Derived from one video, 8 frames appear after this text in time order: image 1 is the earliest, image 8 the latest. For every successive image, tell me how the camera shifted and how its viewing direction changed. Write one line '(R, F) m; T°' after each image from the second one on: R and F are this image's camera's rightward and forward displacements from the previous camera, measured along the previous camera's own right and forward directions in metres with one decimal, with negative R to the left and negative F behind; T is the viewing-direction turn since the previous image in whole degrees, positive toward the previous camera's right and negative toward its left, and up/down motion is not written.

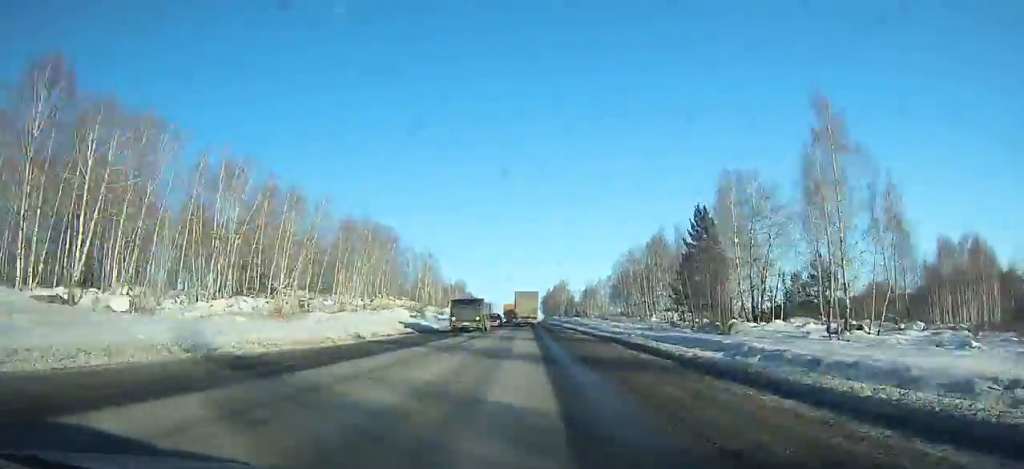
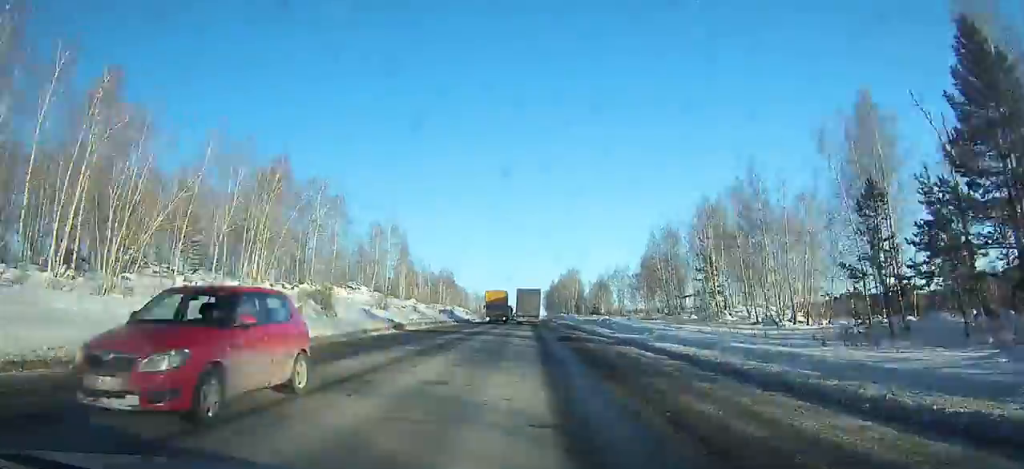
(-0.1, +32.4) m; 0°
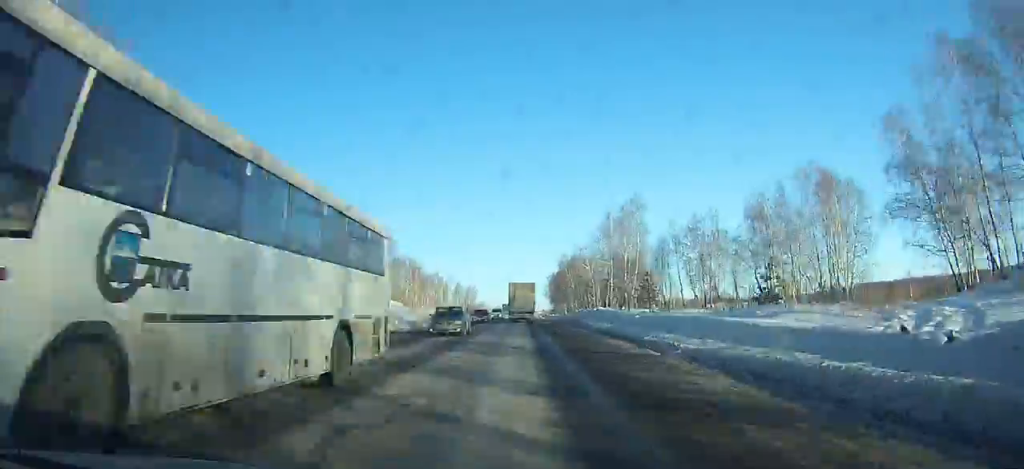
(+0.1, +64.4) m; 0°
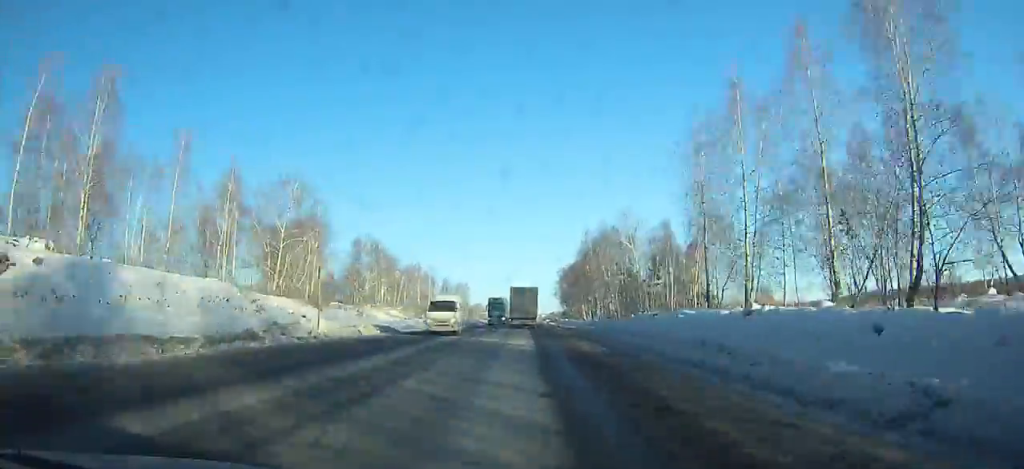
(0.0, +36.2) m; 0°
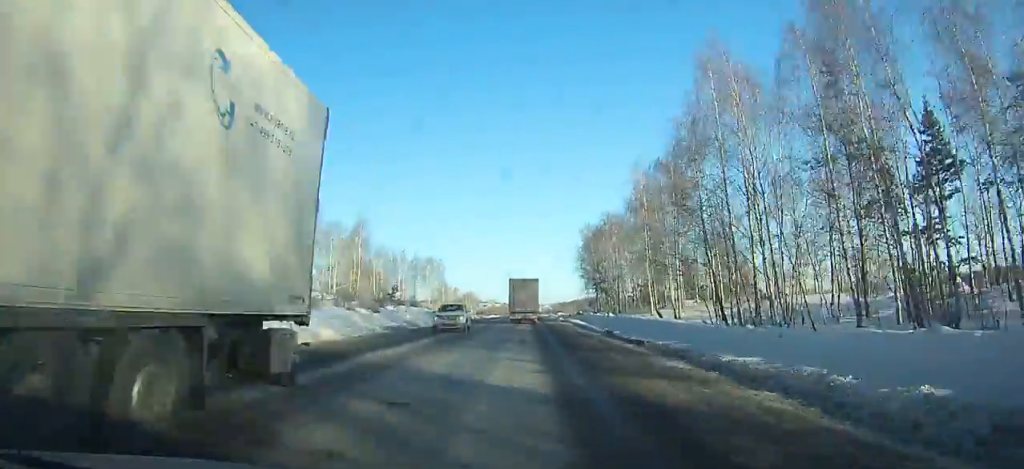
(-0.2, +51.0) m; 0°
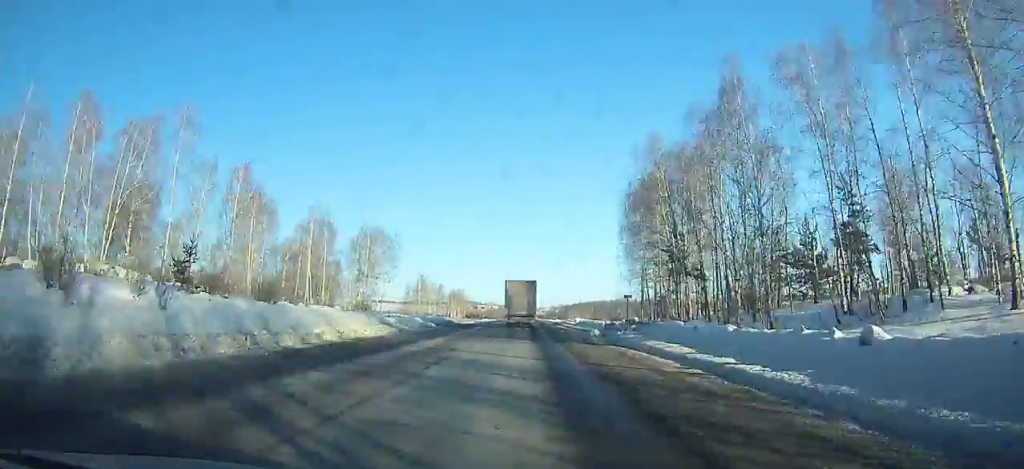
(+0.1, +38.0) m; 0°
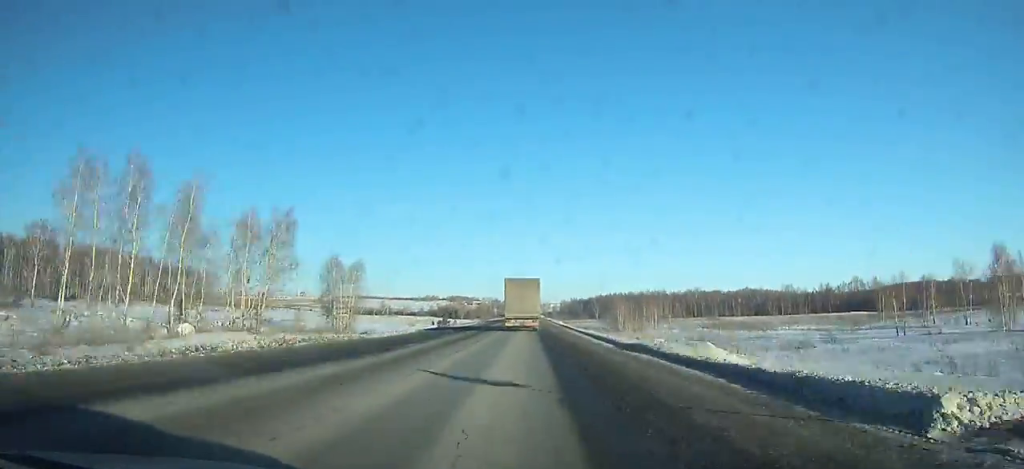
(+0.2, +138.7) m; 0°
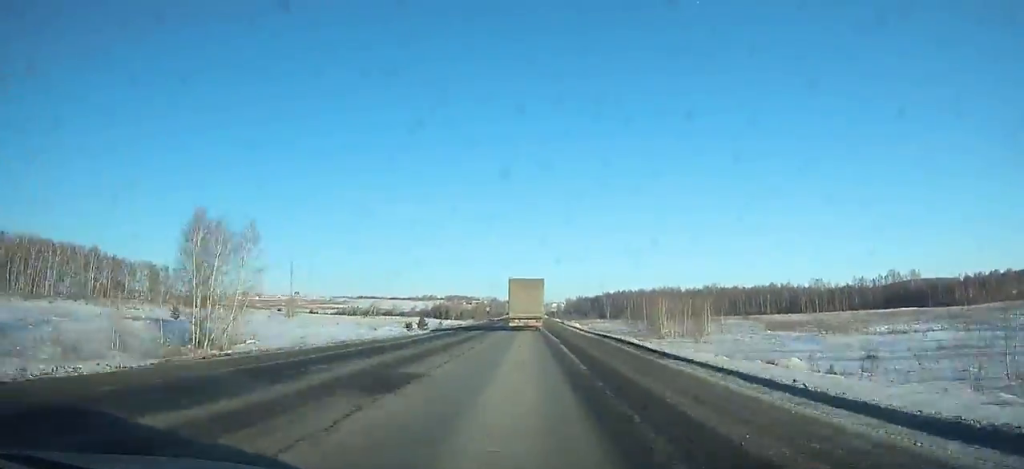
(-0.1, +35.4) m; 0°
